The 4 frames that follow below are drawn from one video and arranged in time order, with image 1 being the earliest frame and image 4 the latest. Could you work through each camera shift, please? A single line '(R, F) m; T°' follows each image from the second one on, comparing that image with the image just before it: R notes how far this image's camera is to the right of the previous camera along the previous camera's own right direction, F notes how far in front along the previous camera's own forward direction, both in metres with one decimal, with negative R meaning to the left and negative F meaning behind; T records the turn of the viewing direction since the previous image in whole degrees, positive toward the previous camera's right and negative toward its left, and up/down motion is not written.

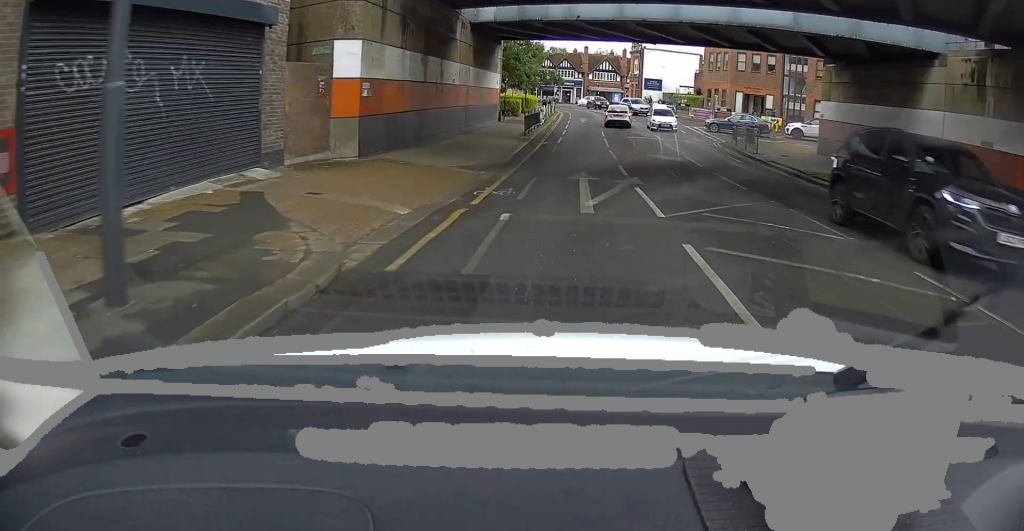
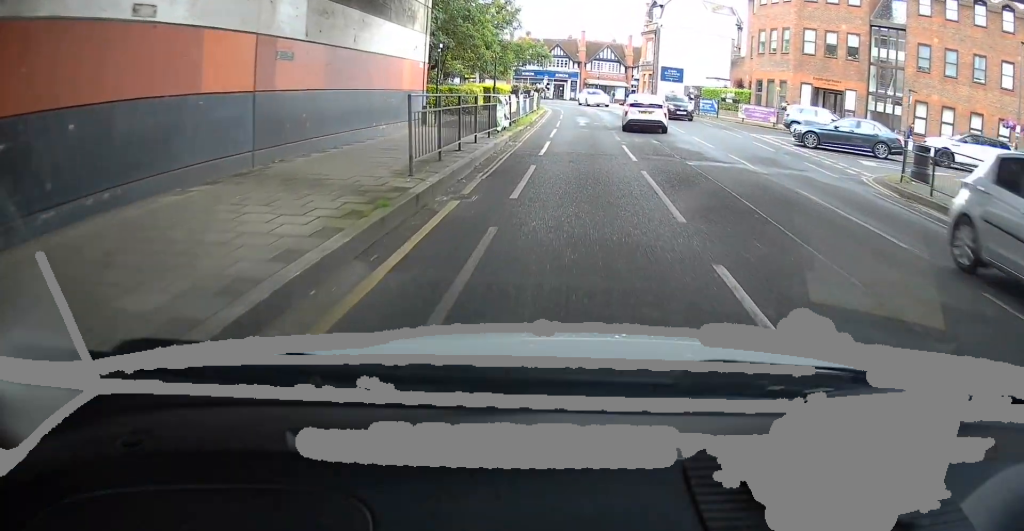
(-1.2, +18.0) m; -7°
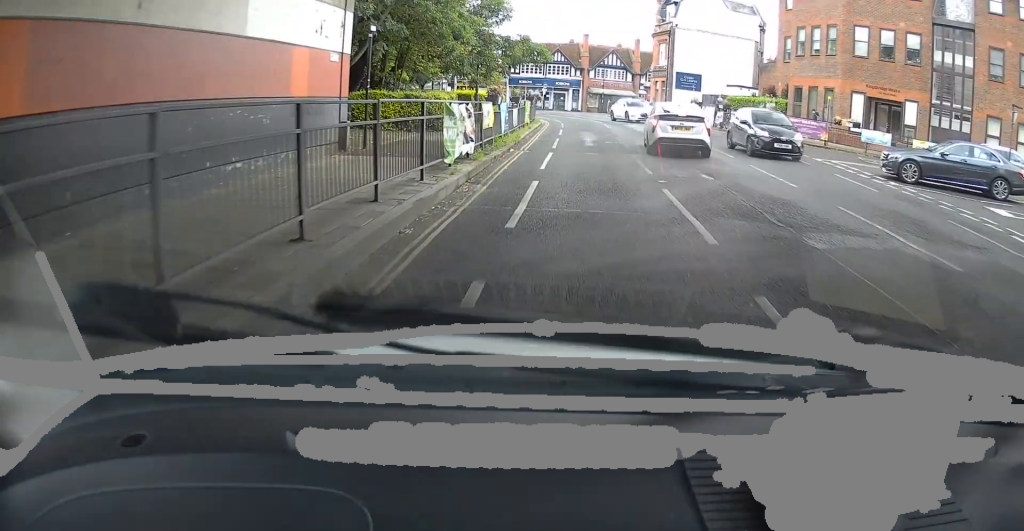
(+0.1, +6.7) m; +1°
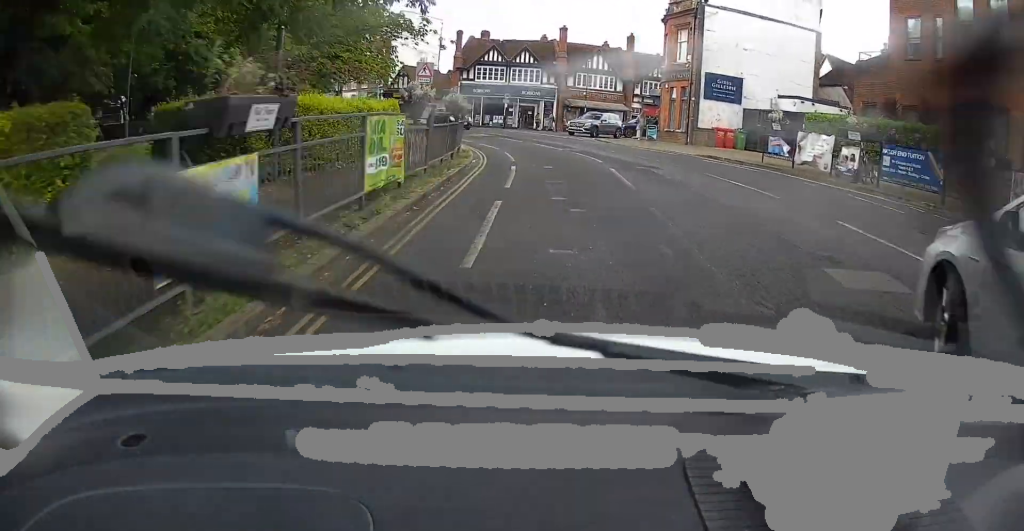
(+0.3, +17.5) m; +5°
